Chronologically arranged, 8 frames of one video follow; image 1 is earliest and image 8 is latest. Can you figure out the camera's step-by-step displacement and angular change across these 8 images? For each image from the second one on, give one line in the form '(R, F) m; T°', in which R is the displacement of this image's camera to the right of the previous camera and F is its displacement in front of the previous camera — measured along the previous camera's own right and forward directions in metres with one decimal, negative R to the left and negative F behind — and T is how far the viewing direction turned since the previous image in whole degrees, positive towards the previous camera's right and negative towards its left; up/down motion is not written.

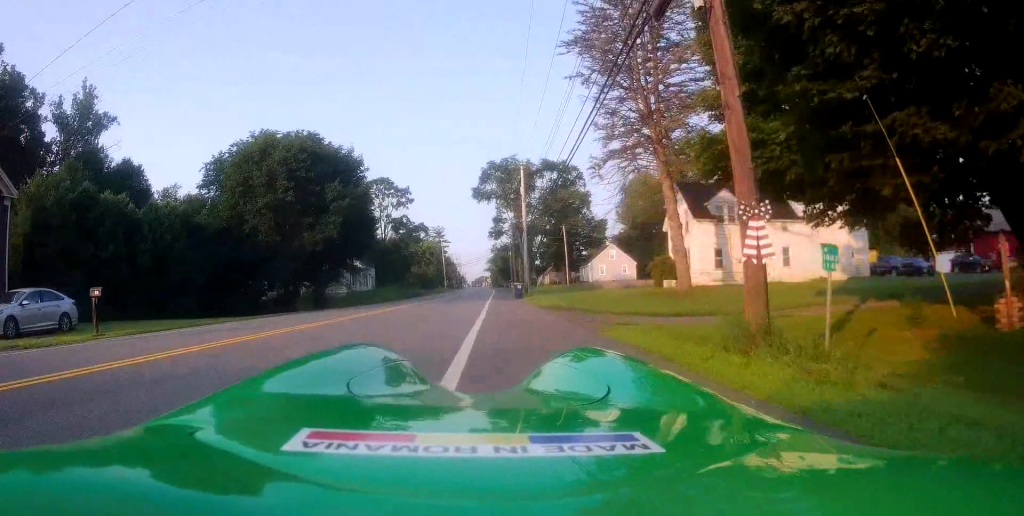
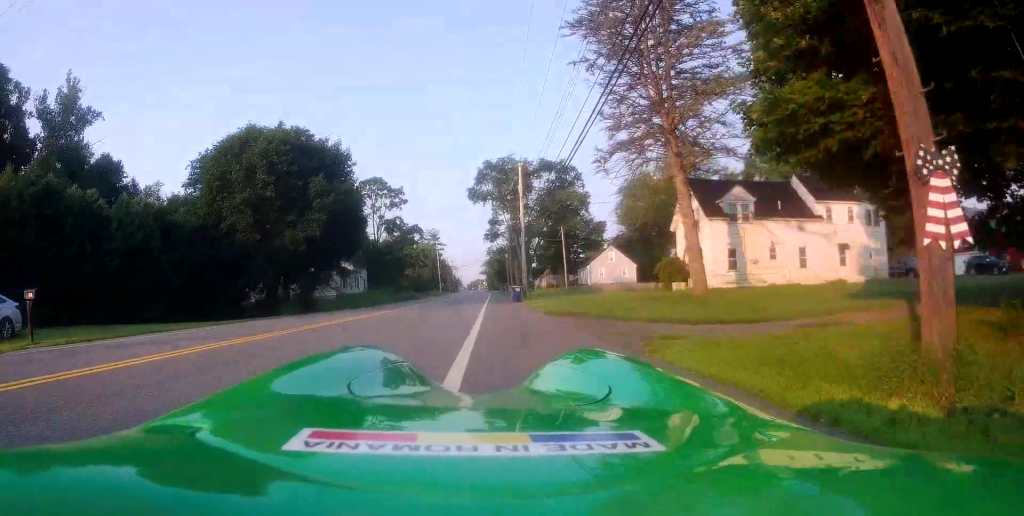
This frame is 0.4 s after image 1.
(0.0, +3.2) m; -1°
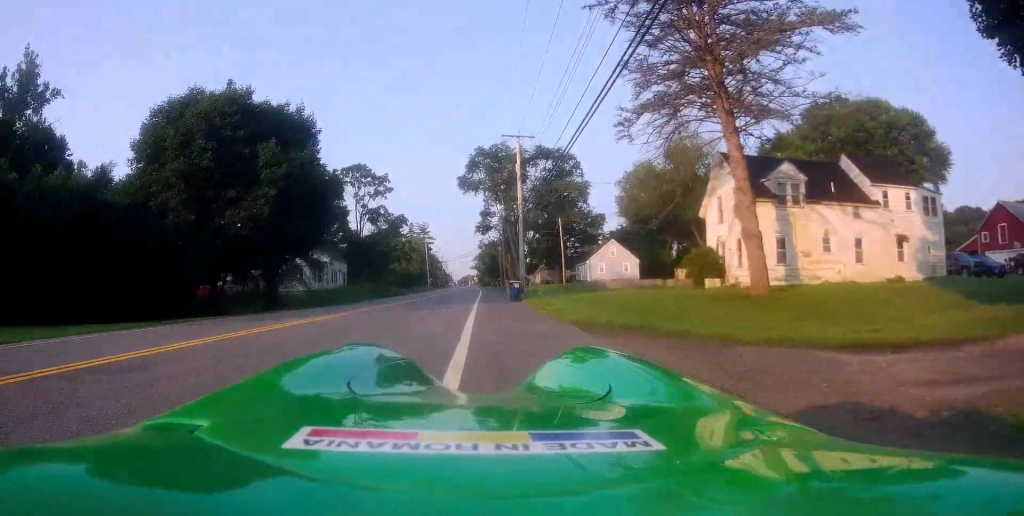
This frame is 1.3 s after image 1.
(-0.1, +7.6) m; -2°
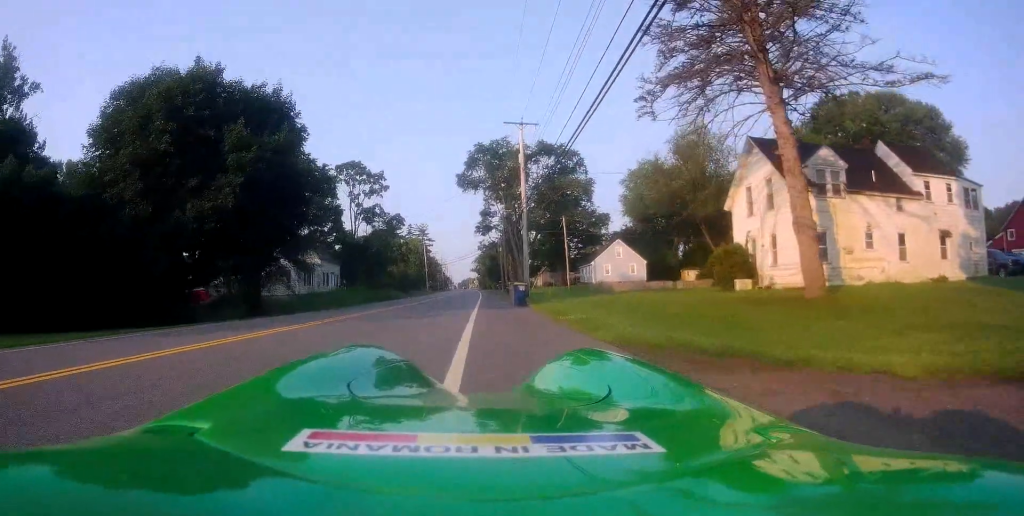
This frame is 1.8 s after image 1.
(-0.1, +4.1) m; -1°
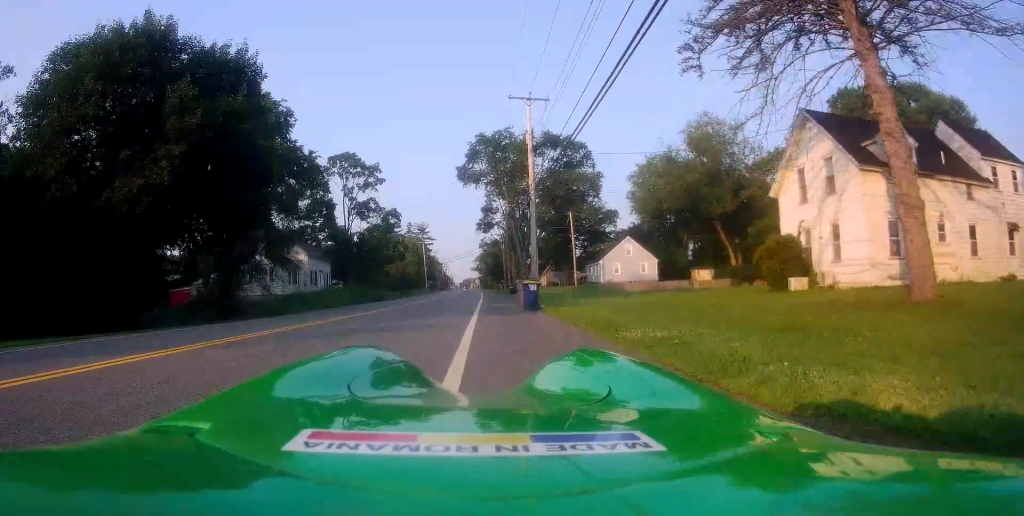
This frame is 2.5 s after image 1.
(0.0, +5.5) m; +1°
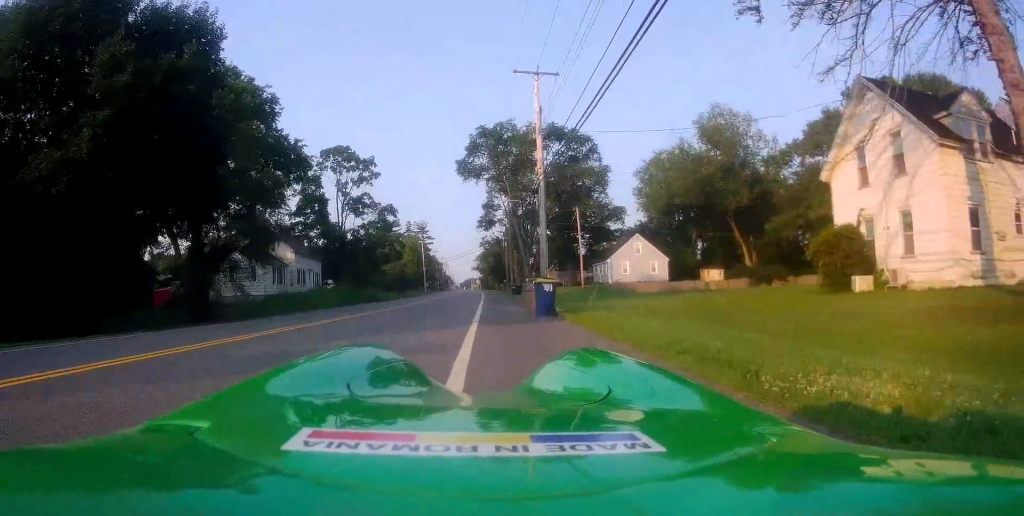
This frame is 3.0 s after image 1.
(0.0, +4.7) m; 0°
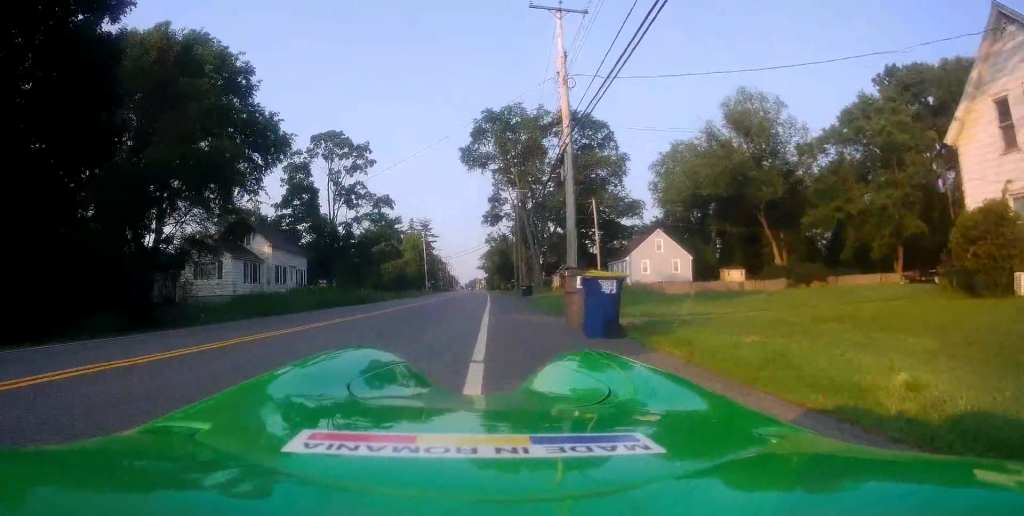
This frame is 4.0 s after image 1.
(+0.1, +7.3) m; -4°
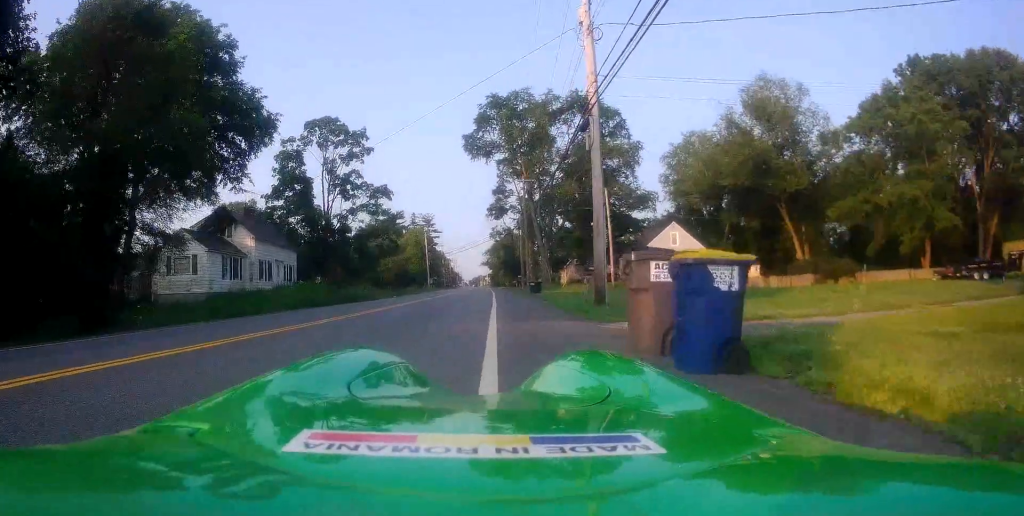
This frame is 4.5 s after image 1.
(-0.5, +4.7) m; -1°
